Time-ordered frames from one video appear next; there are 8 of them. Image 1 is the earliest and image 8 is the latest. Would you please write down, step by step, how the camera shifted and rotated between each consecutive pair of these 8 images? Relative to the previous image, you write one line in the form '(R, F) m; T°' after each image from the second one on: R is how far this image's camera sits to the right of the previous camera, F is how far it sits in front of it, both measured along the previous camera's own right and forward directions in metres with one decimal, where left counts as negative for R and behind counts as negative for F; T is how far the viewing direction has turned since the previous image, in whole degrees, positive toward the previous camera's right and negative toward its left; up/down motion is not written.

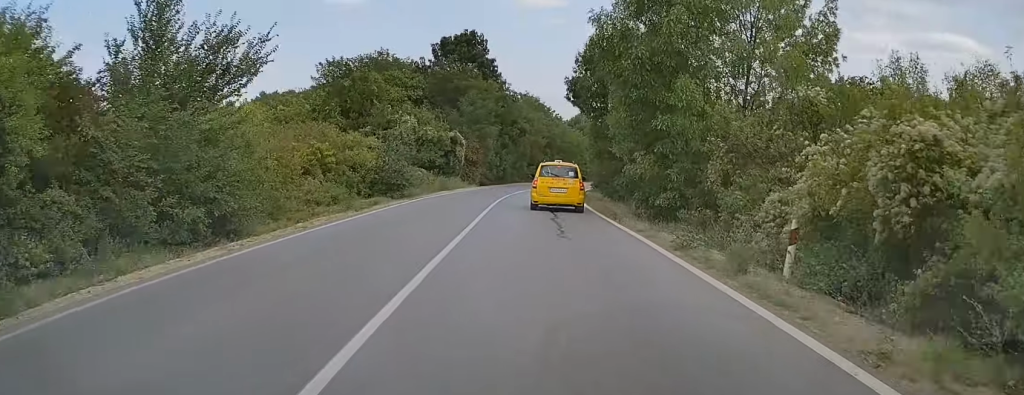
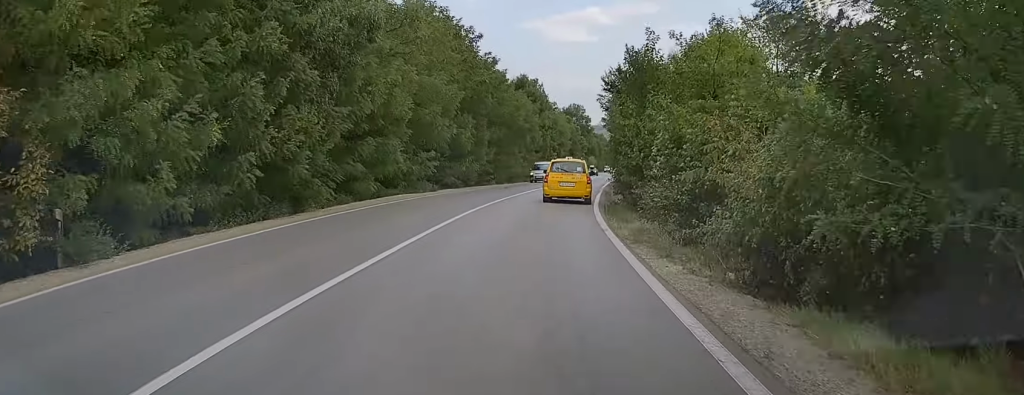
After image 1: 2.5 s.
(+1.4, +48.7) m; +4°
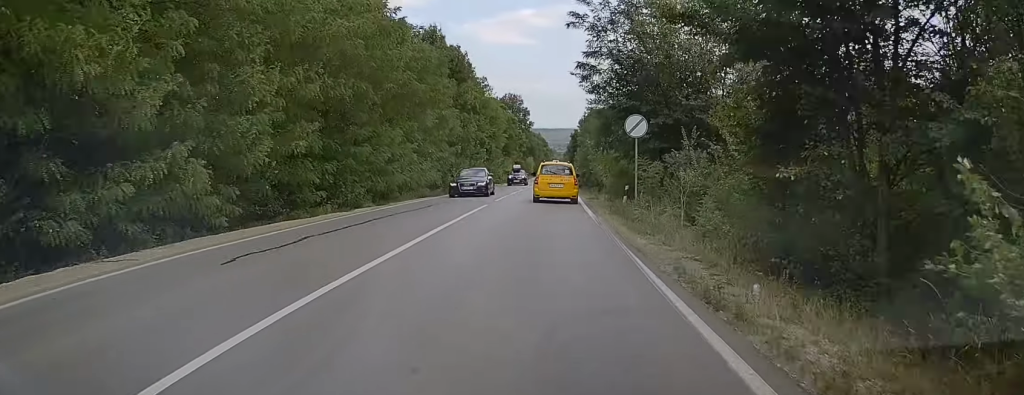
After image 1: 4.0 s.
(+1.2, +30.2) m; +5°
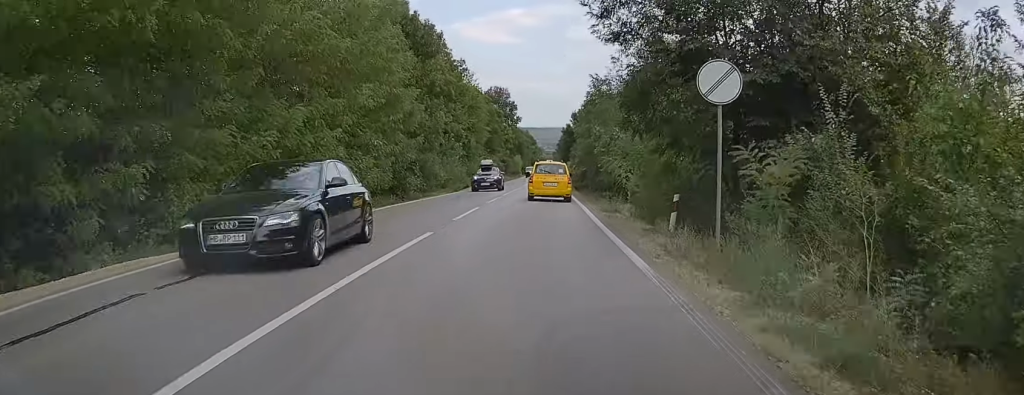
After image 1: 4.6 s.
(+0.2, +11.2) m; 0°
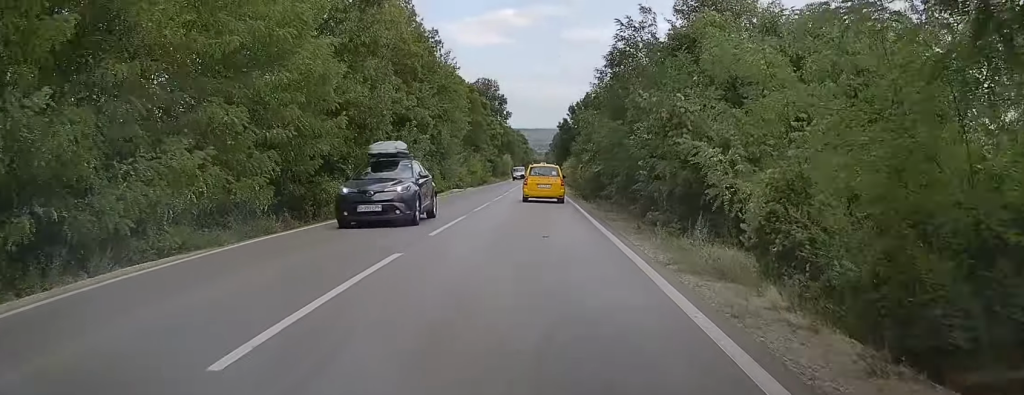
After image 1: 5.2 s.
(+0.1, +13.3) m; 0°
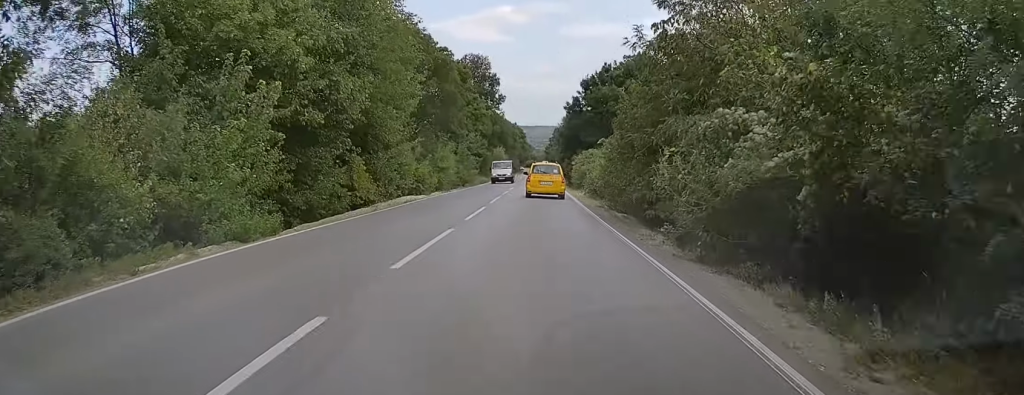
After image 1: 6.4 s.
(0.0, +22.7) m; +1°
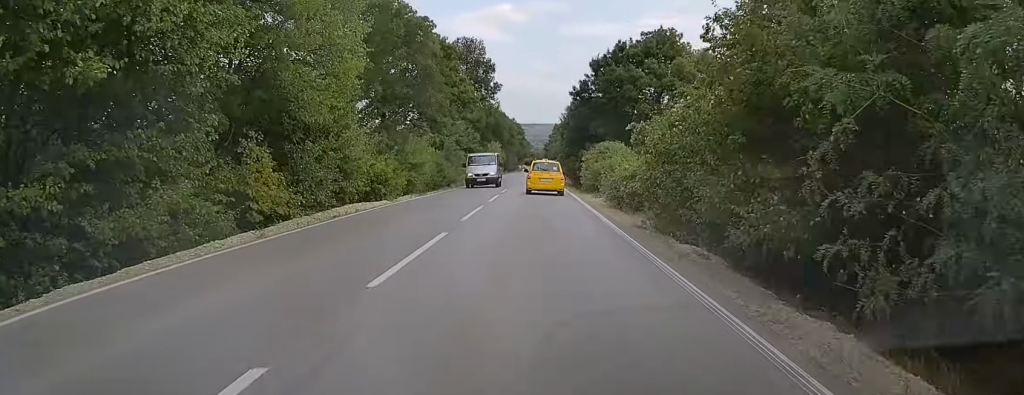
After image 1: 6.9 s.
(+0.3, +10.7) m; +1°
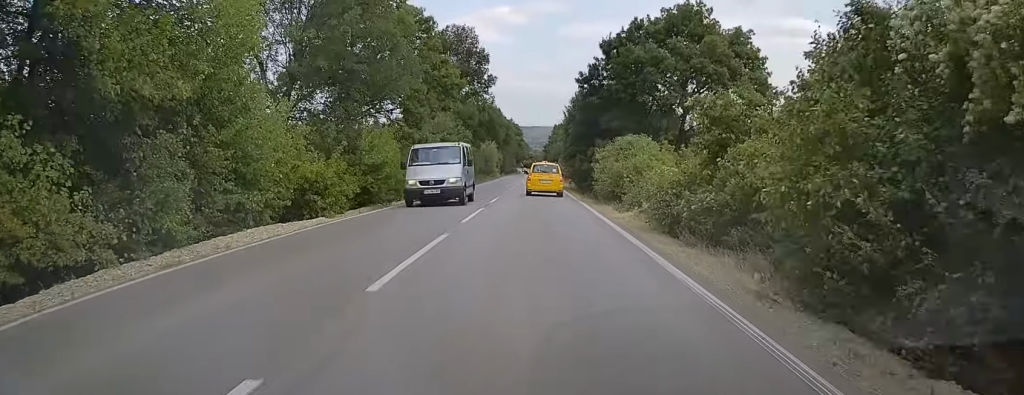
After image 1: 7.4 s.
(0.0, +9.3) m; 0°
